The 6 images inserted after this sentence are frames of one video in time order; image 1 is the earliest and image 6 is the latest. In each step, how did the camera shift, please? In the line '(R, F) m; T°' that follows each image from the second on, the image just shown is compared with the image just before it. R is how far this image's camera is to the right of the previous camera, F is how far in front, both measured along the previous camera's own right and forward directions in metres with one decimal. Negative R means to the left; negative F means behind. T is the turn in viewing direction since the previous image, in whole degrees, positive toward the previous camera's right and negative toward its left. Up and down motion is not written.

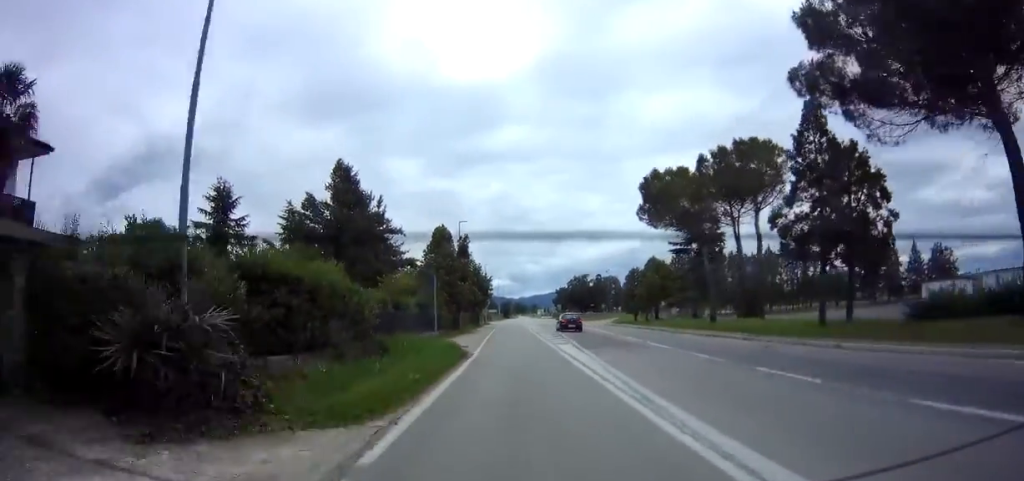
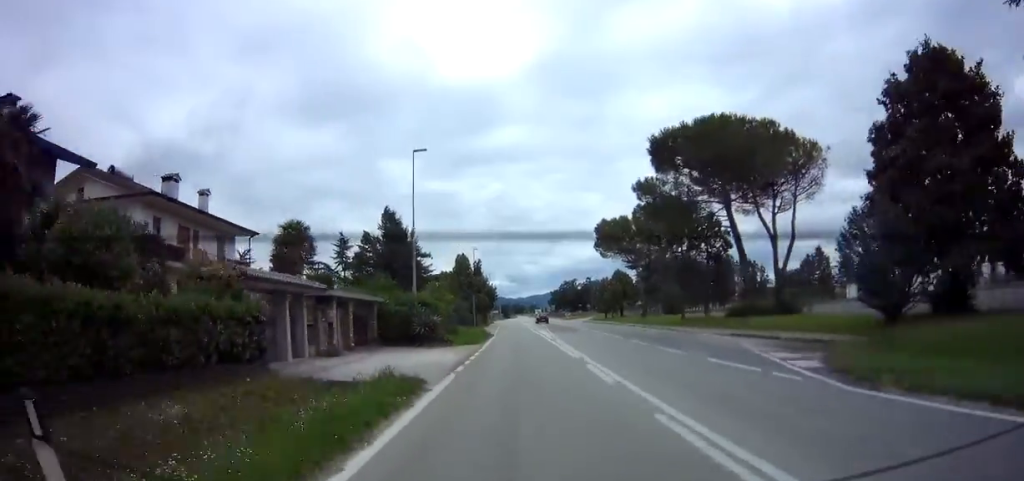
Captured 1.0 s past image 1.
(0.0, +20.7) m; -1°
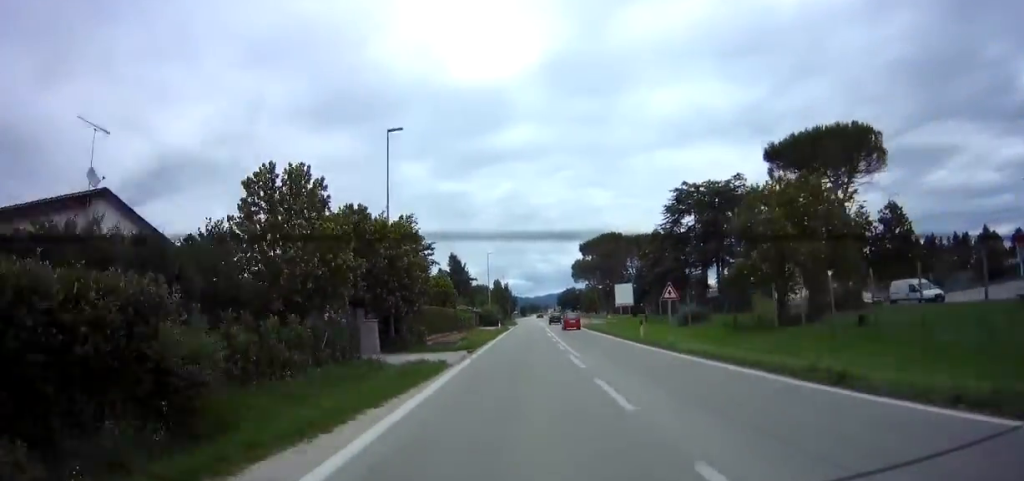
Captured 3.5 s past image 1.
(-0.5, +49.4) m; 0°
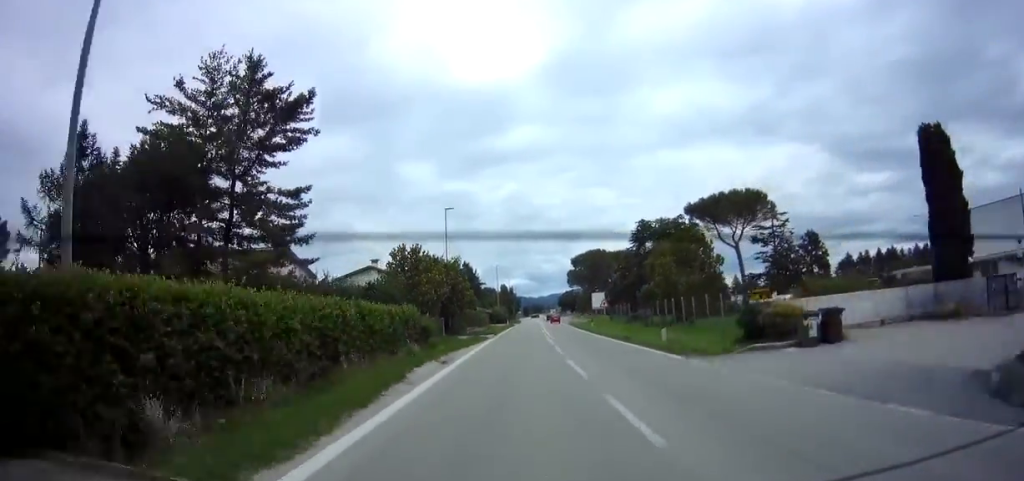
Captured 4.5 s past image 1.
(+0.1, +19.2) m; -1°
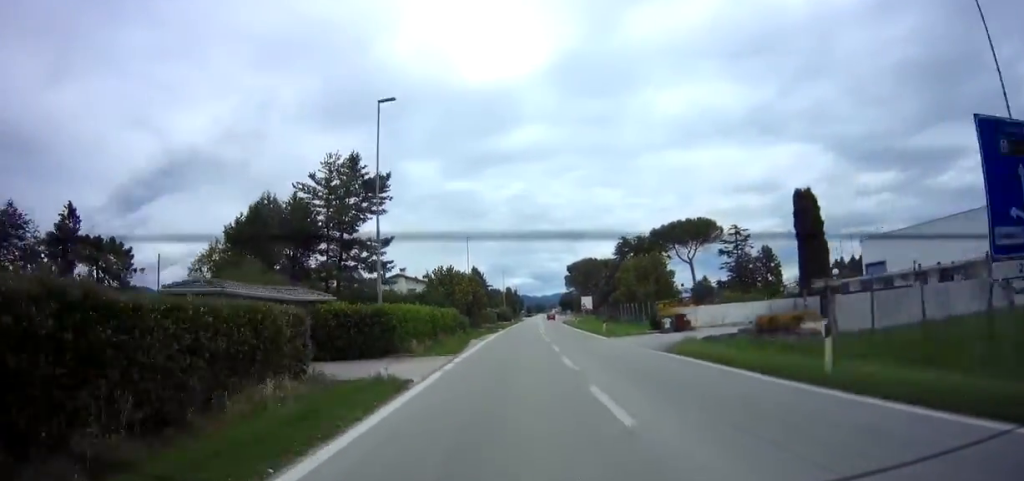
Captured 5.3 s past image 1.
(-0.4, +15.8) m; -1°
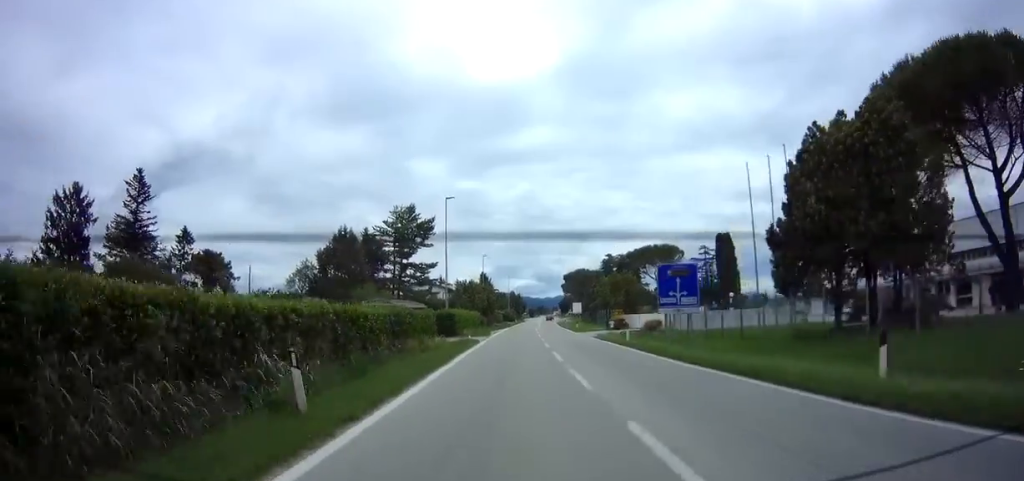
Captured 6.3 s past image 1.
(-0.1, +19.8) m; +1°
